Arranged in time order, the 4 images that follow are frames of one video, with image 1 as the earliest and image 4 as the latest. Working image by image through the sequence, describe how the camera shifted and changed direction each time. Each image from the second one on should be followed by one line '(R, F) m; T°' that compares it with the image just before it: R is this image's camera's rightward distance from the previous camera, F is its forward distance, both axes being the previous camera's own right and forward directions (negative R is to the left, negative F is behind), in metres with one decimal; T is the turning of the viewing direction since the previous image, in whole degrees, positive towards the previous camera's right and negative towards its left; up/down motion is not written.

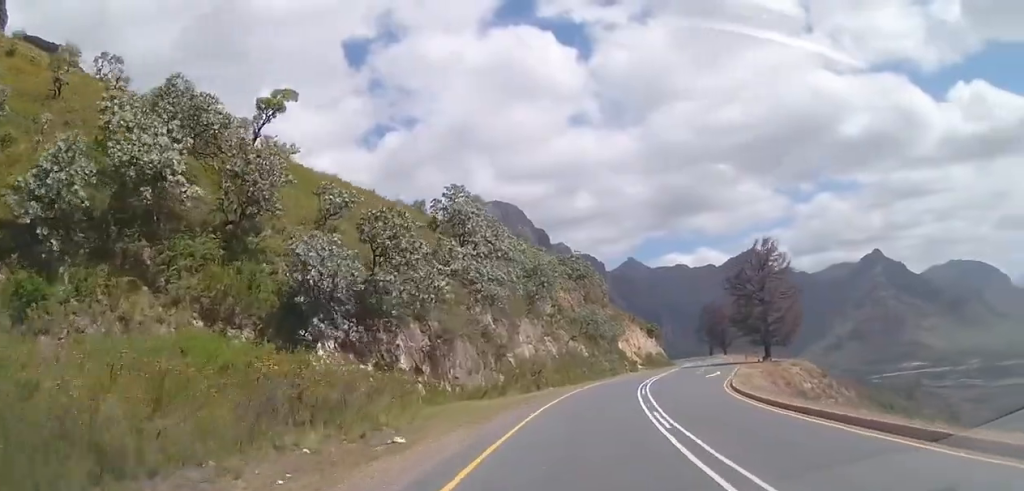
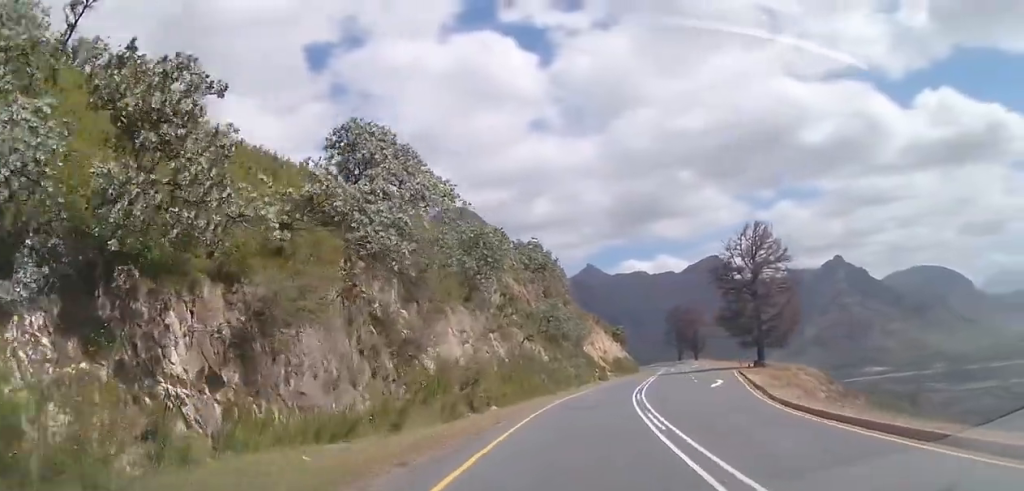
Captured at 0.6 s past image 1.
(+0.8, +11.9) m; +3°
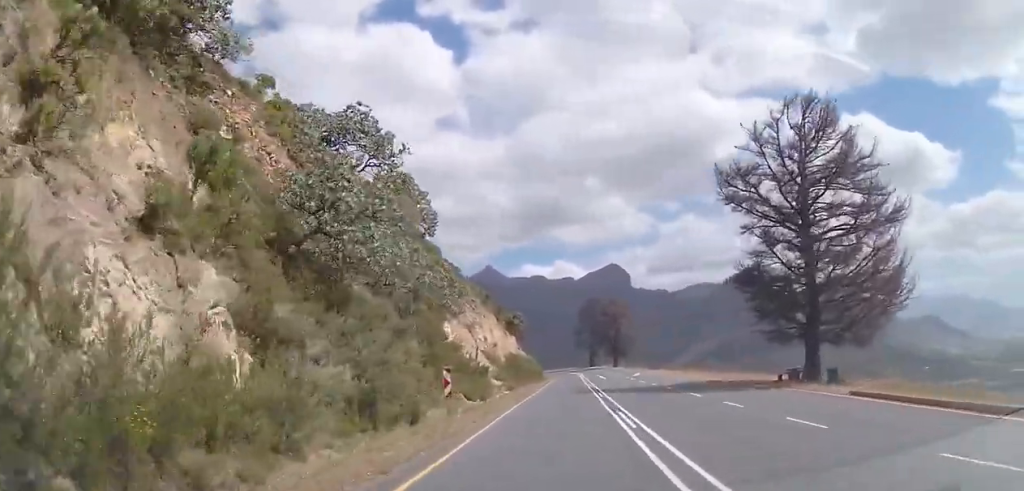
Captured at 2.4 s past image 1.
(+2.6, +35.8) m; +8°
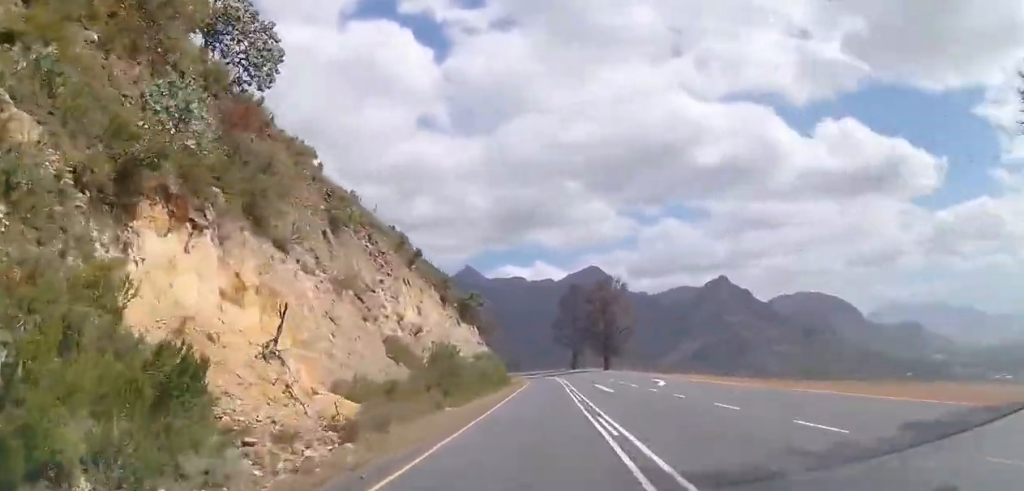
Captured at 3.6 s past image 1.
(+1.5, +25.4) m; +4°
